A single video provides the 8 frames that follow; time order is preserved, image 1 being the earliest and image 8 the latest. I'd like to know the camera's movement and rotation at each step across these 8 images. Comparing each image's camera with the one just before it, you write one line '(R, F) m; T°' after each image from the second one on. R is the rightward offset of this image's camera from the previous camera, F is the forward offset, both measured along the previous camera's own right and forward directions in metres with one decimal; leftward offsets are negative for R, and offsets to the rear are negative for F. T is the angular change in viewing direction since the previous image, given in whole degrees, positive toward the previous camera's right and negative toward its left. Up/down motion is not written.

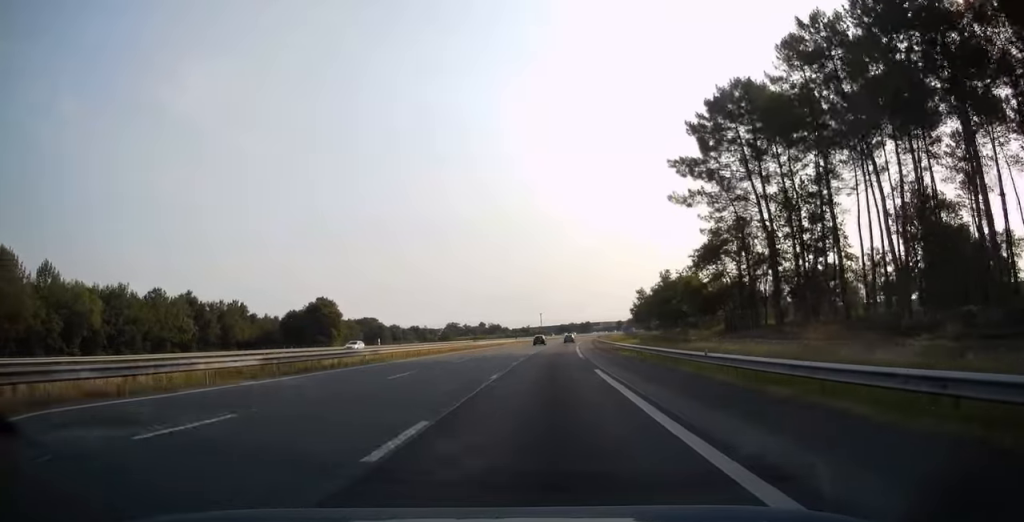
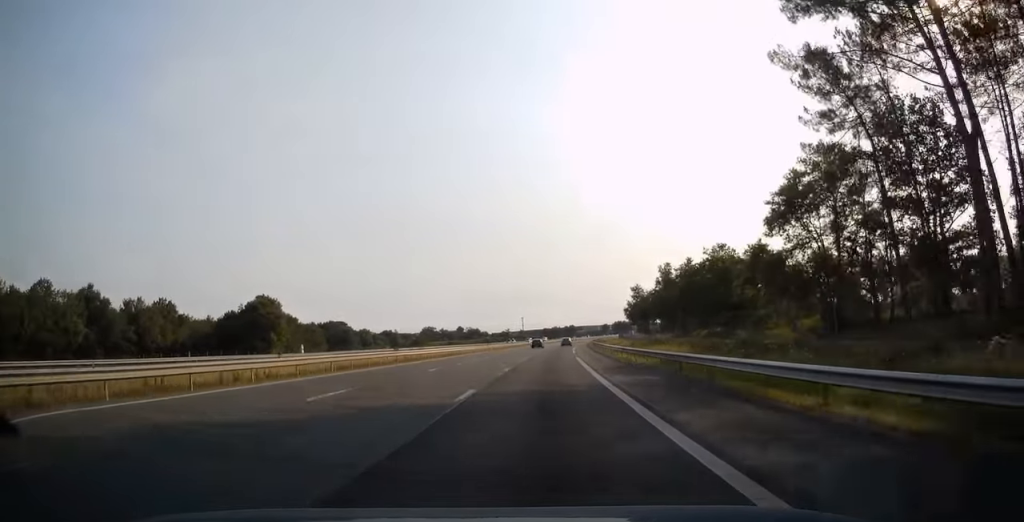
(+0.7, +32.4) m; +1°
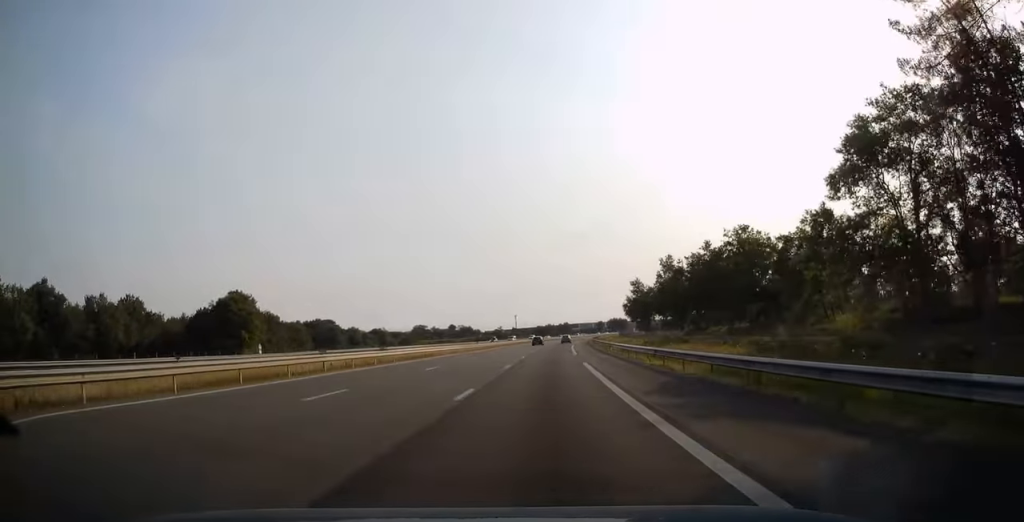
(0.0, +12.8) m; 0°
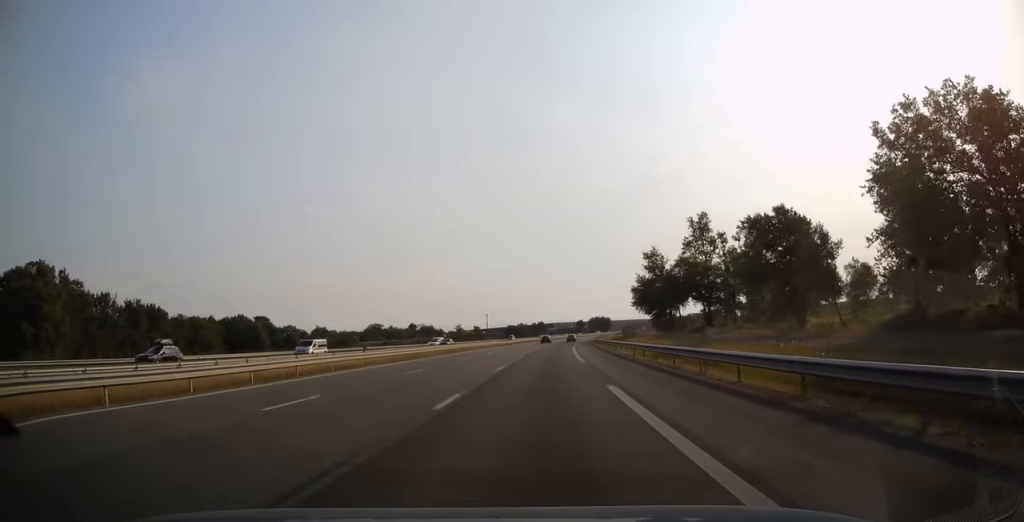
(+1.4, +67.1) m; +3°
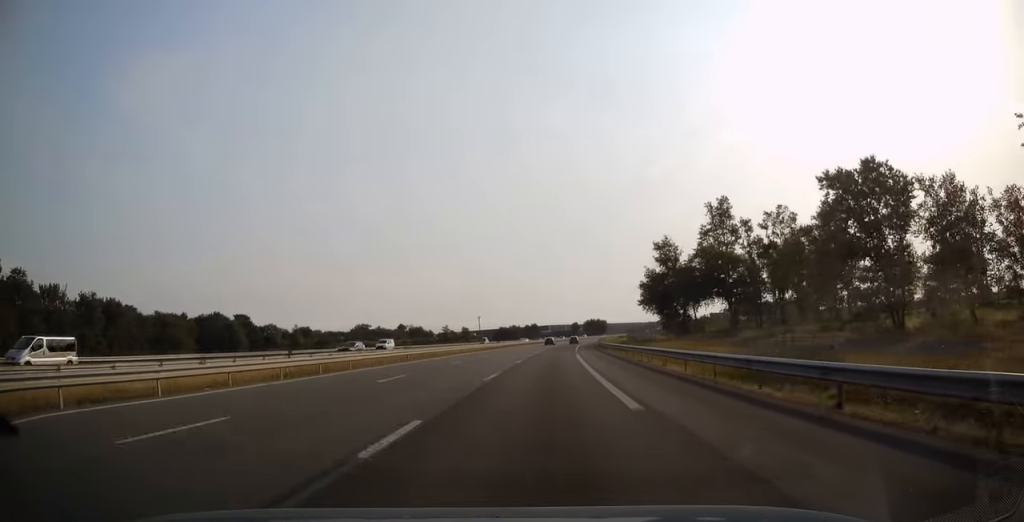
(-0.1, +17.7) m; +1°
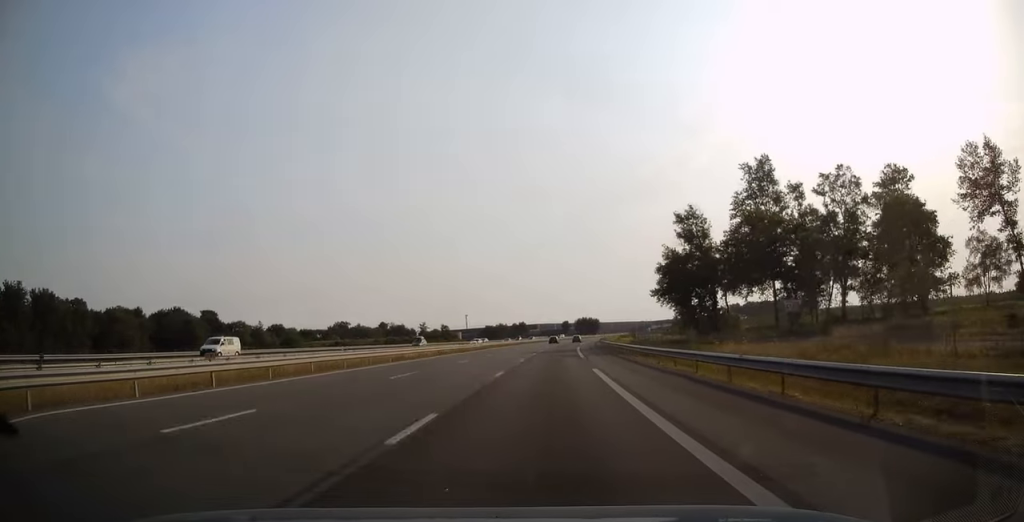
(+0.5, +25.0) m; +2°
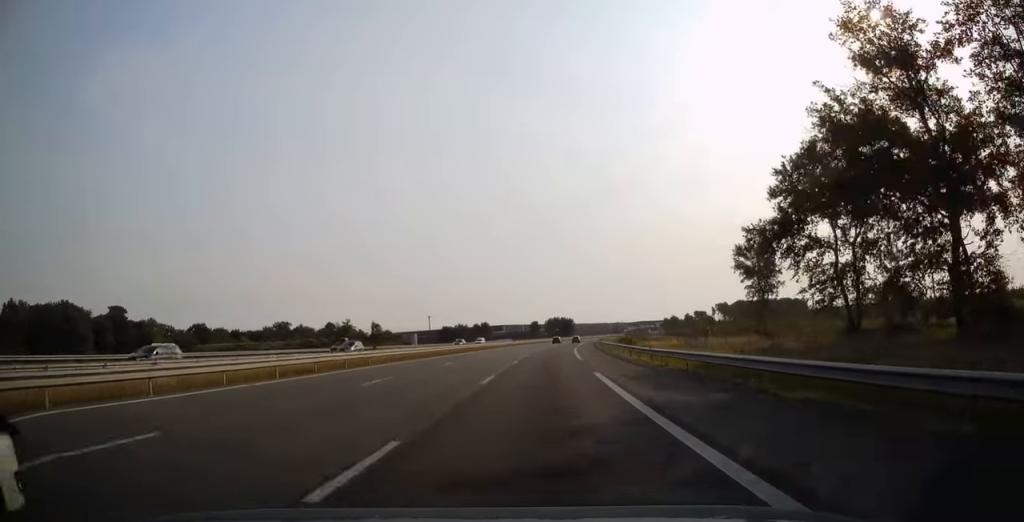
(+0.7, +55.2) m; +2°
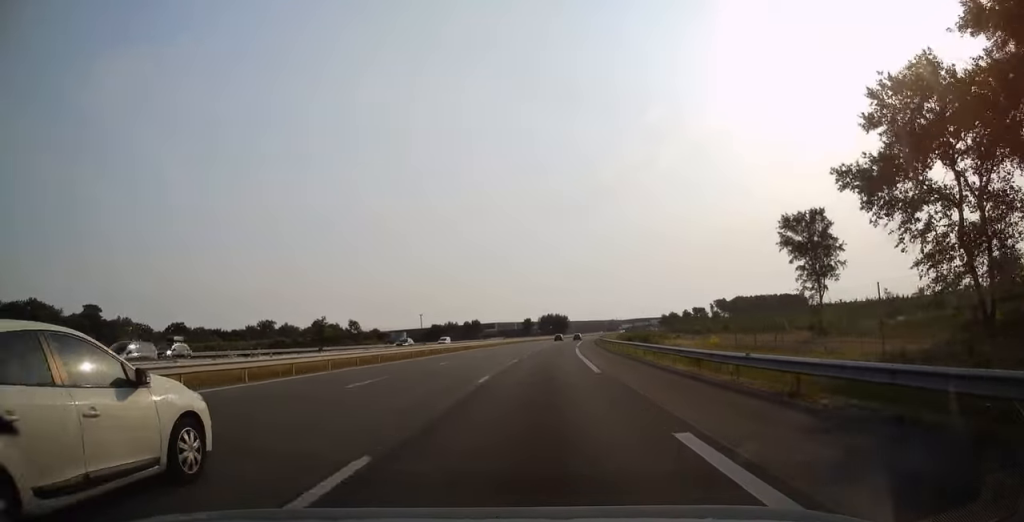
(+0.2, +14.3) m; +1°
